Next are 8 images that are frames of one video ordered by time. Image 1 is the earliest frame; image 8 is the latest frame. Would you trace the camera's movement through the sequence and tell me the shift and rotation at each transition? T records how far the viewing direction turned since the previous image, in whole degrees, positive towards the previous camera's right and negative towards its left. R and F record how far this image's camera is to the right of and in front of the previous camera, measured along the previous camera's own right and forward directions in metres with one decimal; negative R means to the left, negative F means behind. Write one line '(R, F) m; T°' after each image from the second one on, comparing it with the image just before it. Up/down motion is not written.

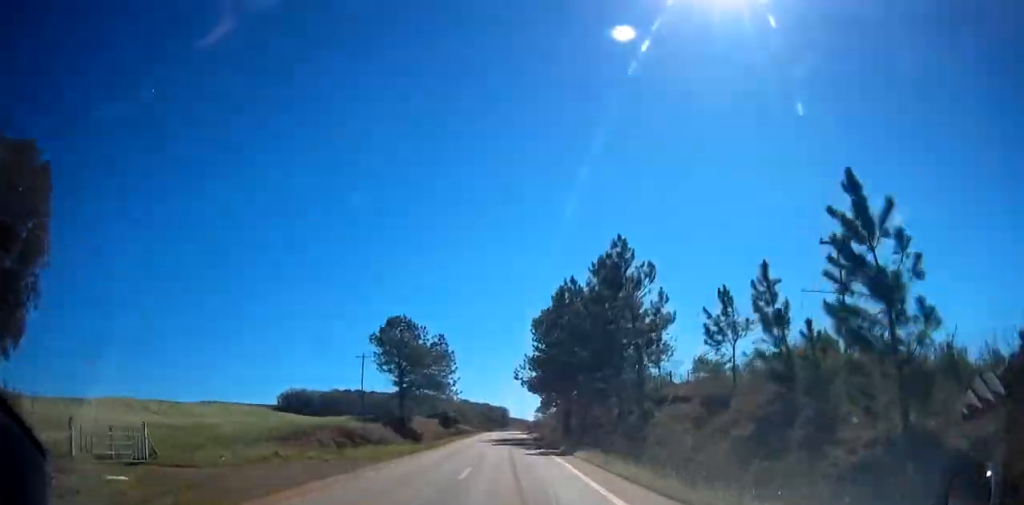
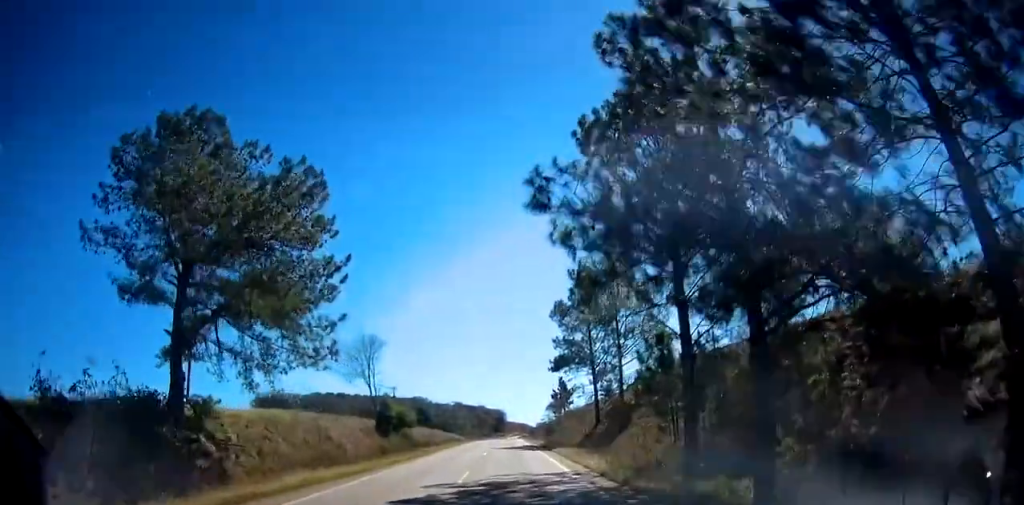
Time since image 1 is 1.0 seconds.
(0.0, +47.9) m; 0°
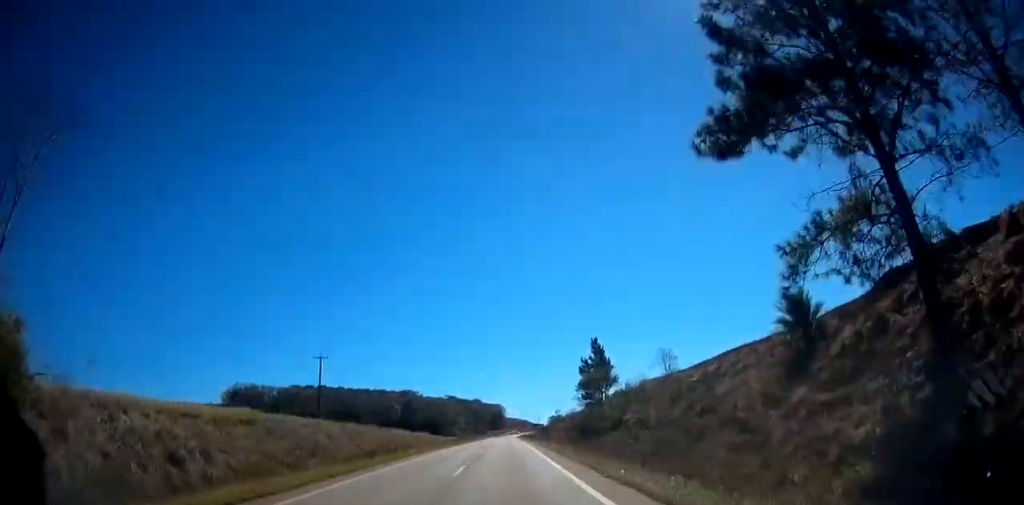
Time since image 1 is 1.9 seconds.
(0.0, +46.4) m; 0°
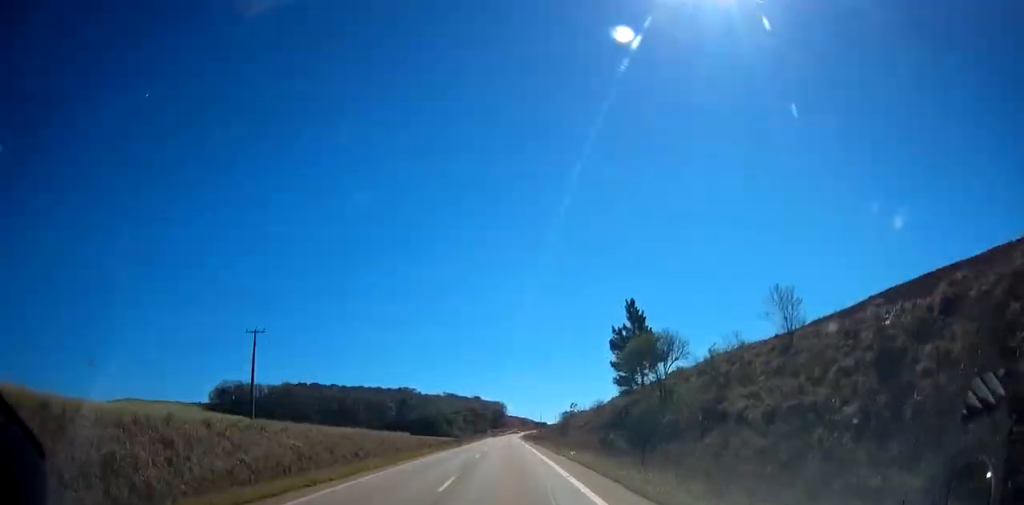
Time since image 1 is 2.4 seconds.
(0.0, +20.4) m; 0°
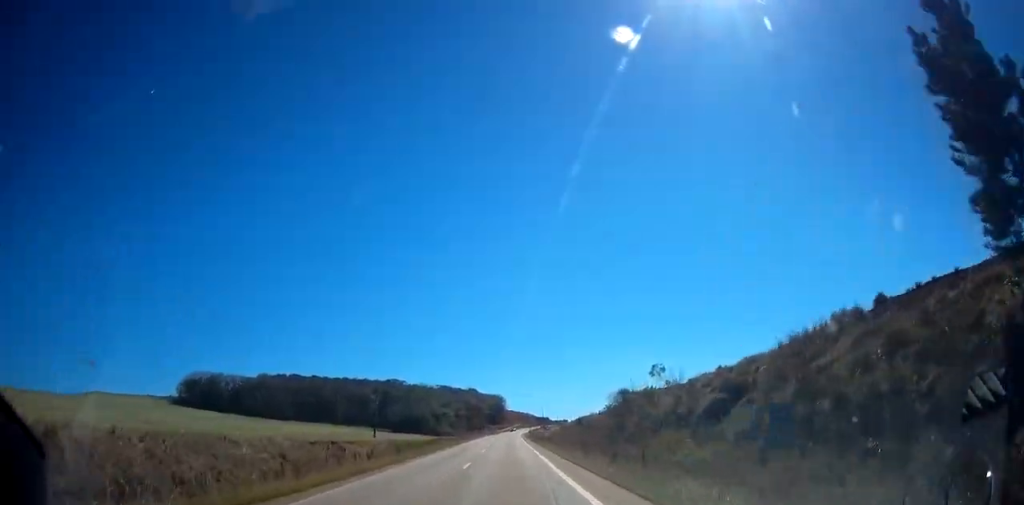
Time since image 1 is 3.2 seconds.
(0.0, +40.6) m; 0°
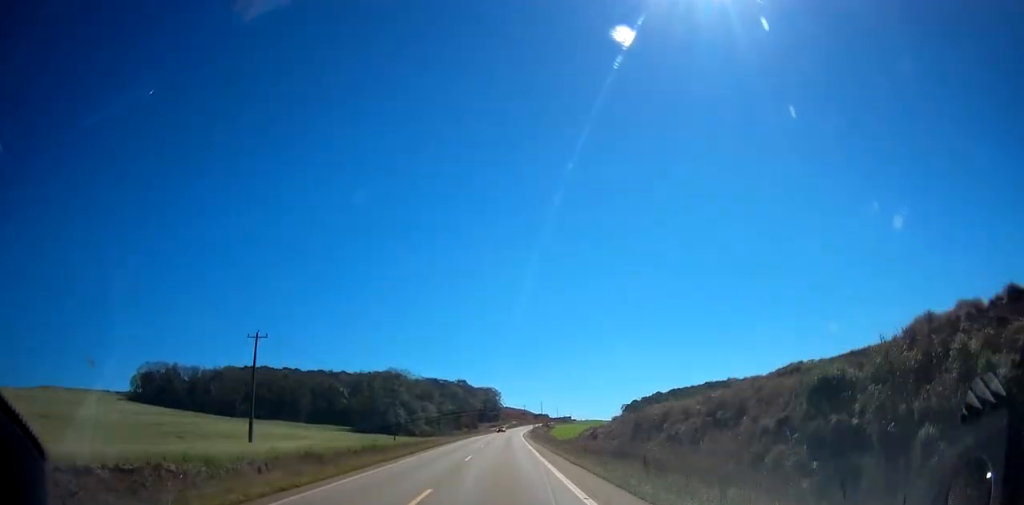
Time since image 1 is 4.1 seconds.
(0.0, +45.2) m; -1°
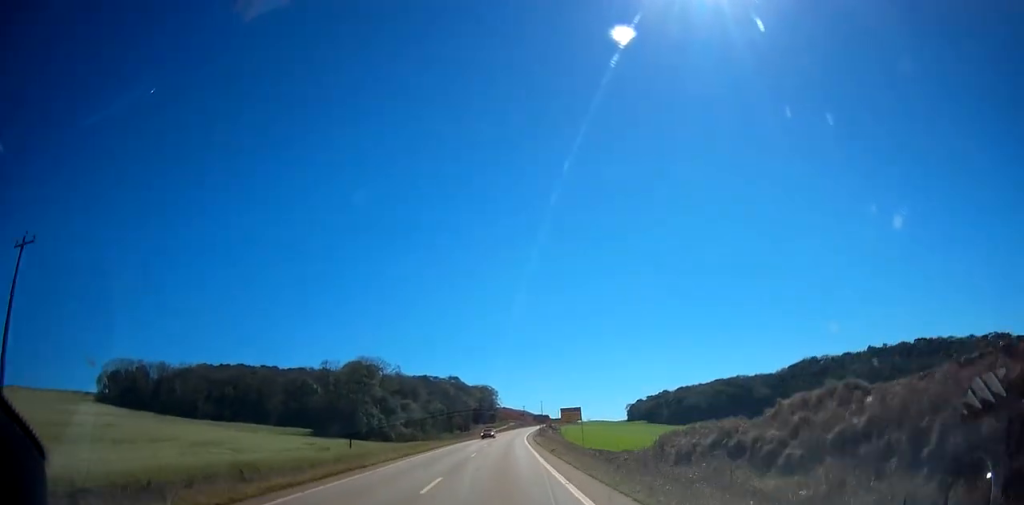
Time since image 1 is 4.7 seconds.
(-0.3, +29.7) m; -1°
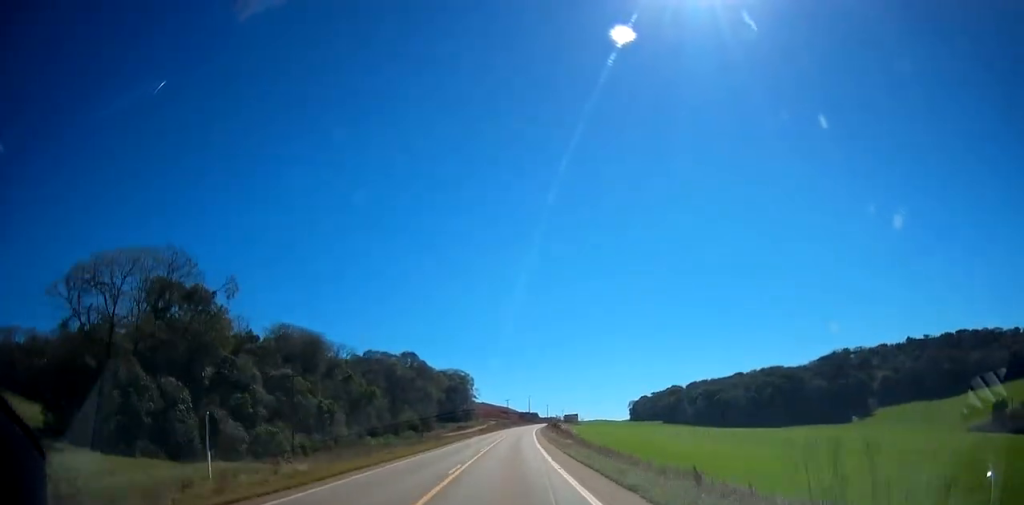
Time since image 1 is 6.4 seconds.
(-0.8, +78.1) m; -1°
